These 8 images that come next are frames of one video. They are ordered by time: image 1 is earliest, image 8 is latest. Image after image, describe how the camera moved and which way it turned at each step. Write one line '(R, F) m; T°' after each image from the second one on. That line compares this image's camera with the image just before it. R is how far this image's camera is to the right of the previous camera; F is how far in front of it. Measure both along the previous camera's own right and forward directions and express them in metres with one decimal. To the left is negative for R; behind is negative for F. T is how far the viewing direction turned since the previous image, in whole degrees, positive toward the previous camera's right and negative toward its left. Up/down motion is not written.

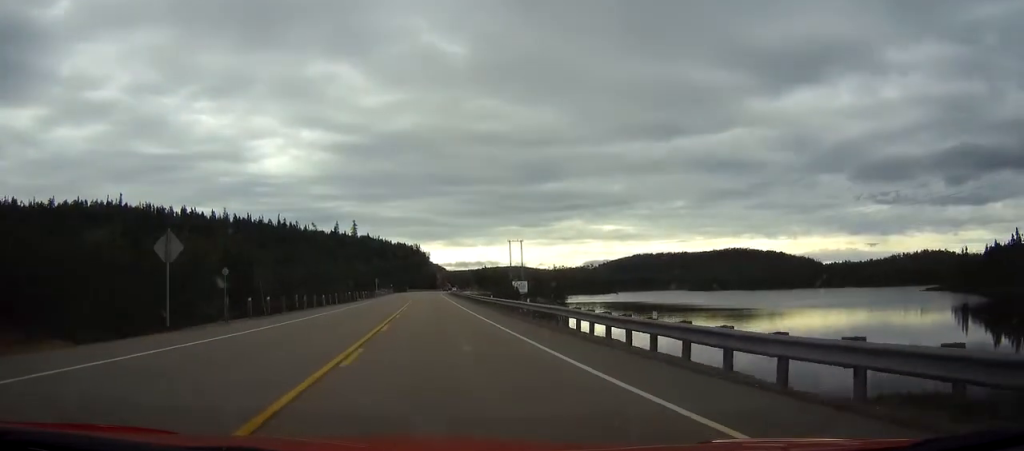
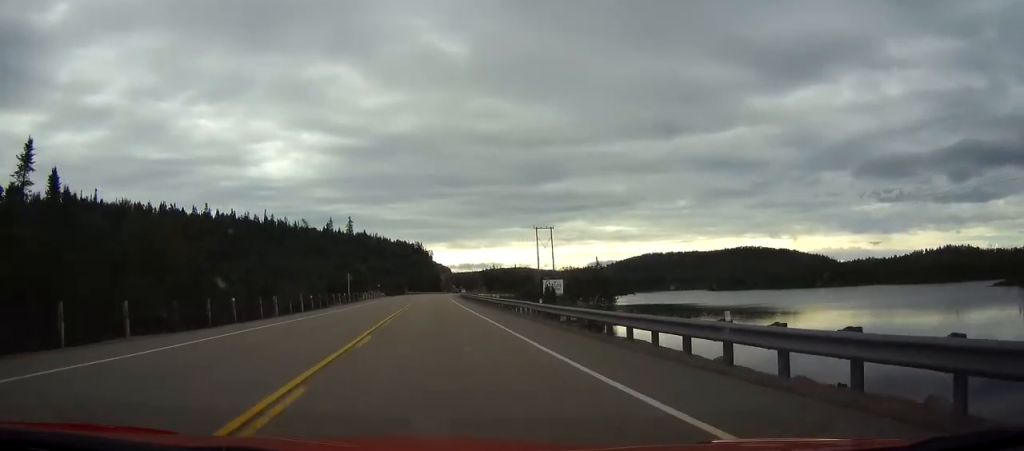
(0.0, +42.0) m; 0°
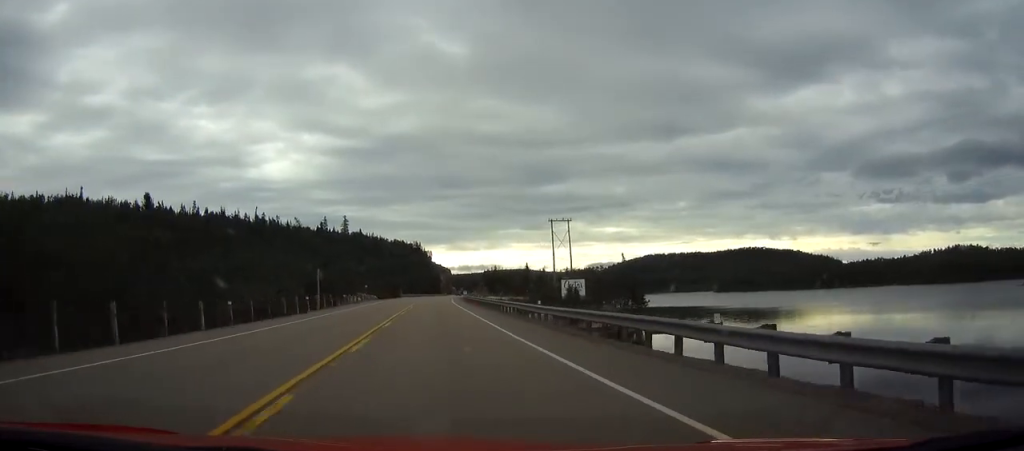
(0.0, +18.8) m; 0°
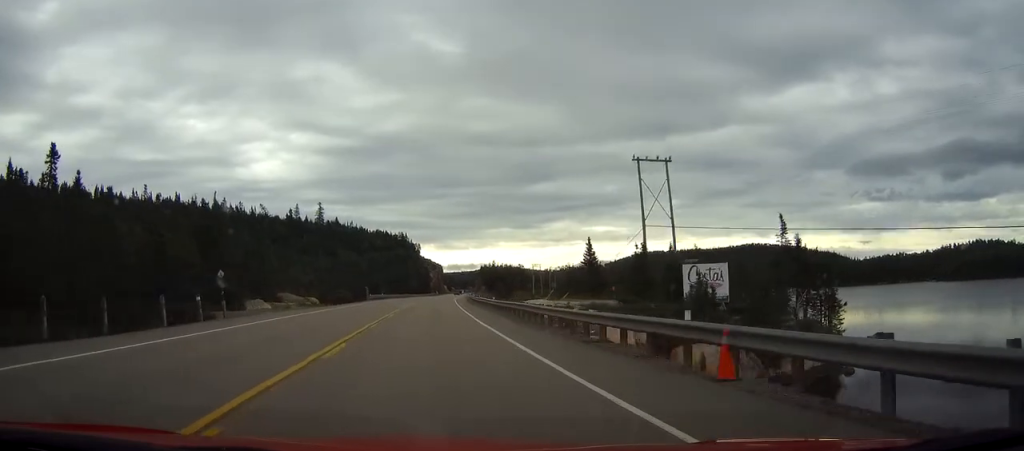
(+0.7, +56.5) m; +1°
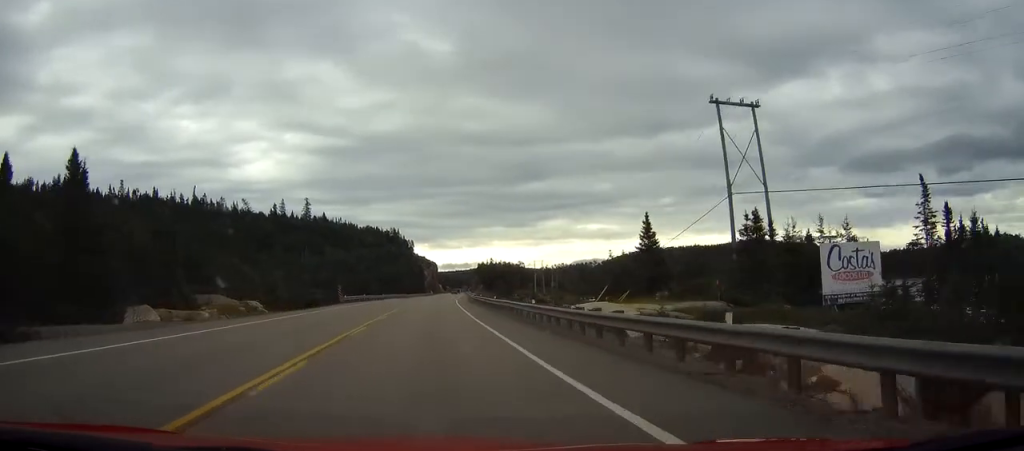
(+0.1, +21.2) m; 0°
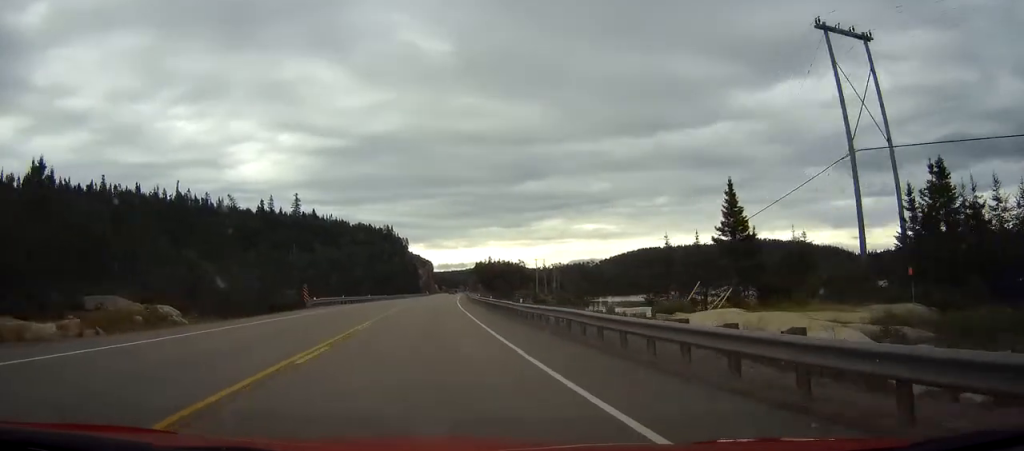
(-0.1, +15.6) m; 0°
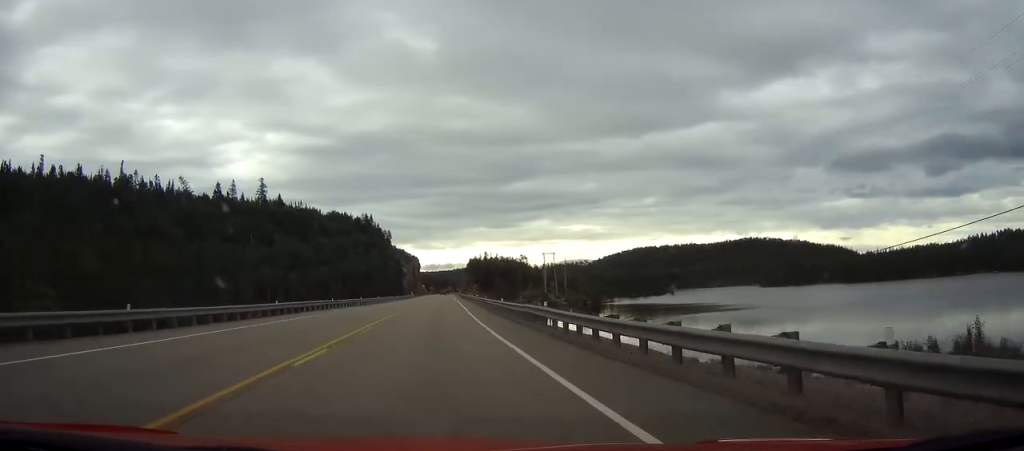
(+0.7, +45.8) m; +1°
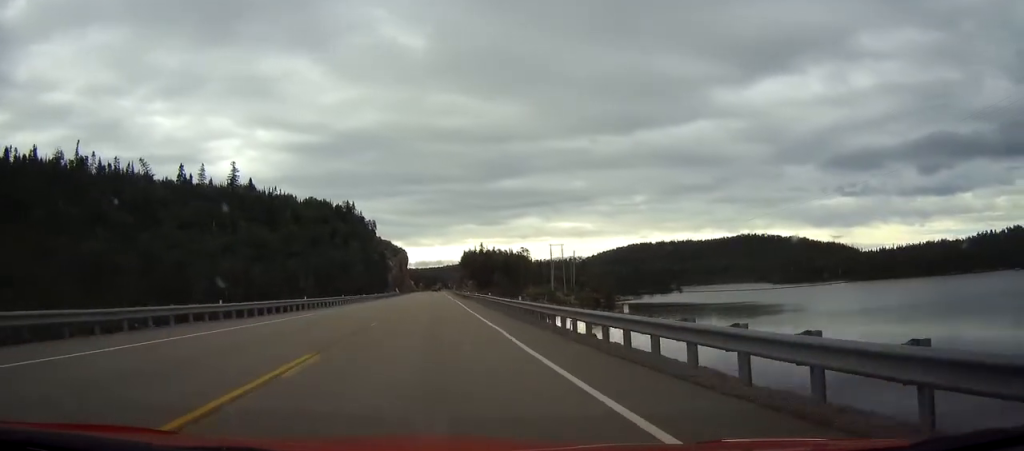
(+0.1, +29.1) m; +1°
